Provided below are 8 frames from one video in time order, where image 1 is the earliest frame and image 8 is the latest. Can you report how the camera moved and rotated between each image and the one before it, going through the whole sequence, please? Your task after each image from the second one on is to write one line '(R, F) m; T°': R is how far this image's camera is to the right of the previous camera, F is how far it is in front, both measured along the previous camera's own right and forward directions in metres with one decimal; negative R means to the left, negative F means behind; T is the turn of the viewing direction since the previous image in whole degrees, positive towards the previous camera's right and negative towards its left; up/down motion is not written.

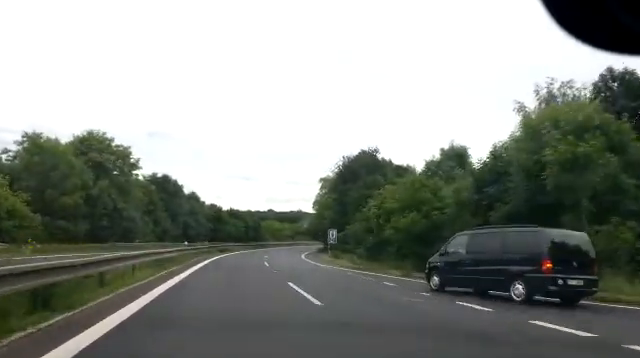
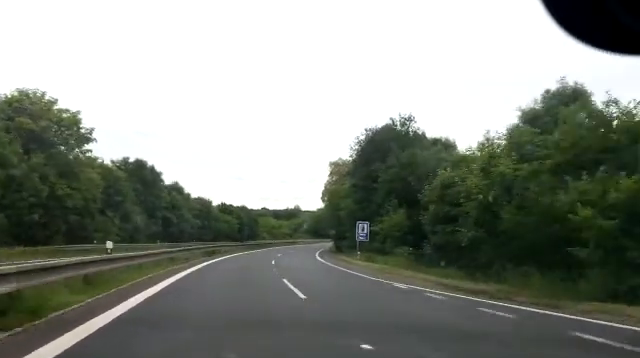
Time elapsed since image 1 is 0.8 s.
(0.0, +16.3) m; 0°
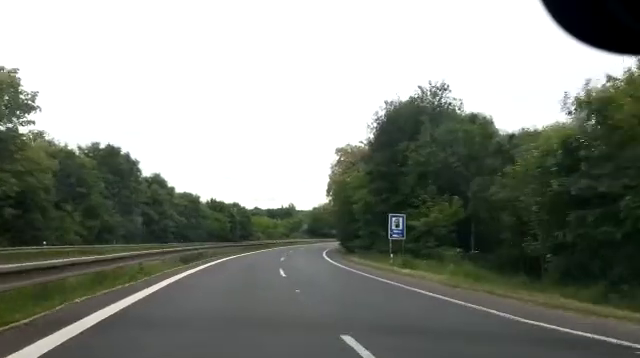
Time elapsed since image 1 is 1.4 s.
(+0.1, +10.5) m; +2°
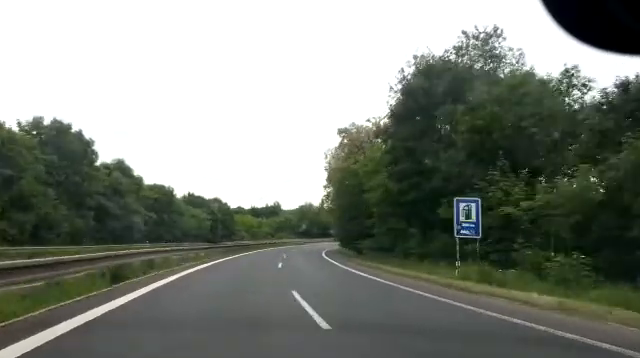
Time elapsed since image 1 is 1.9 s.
(-0.1, +11.2) m; +3°
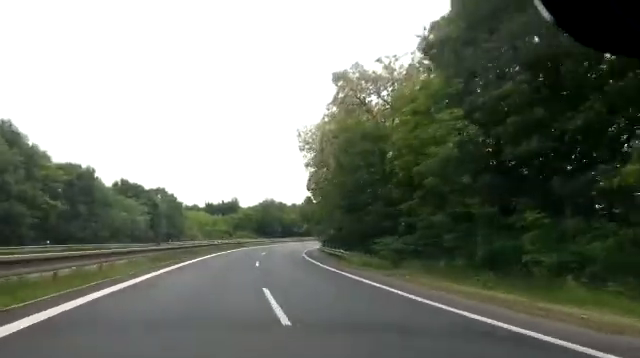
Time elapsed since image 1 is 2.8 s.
(+1.0, +17.4) m; +5°
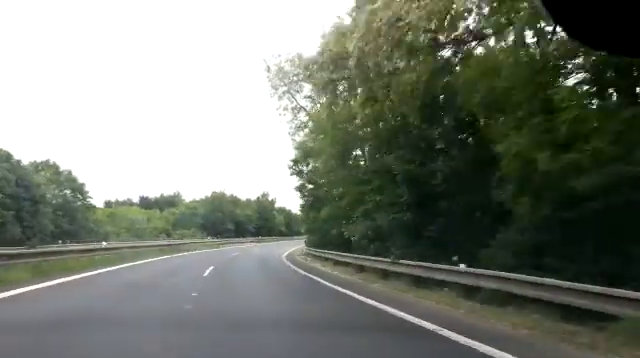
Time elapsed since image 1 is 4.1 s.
(+1.1, +25.9) m; +5°
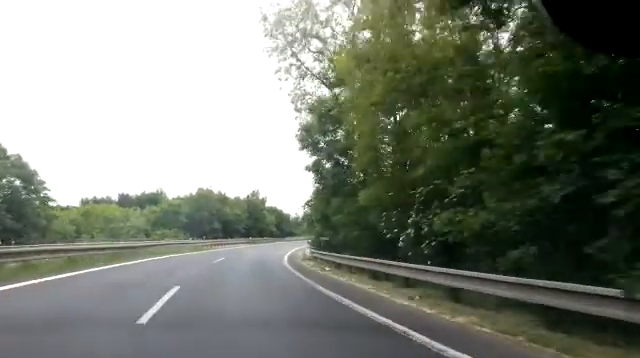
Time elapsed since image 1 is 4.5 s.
(+0.4, +9.6) m; +1°
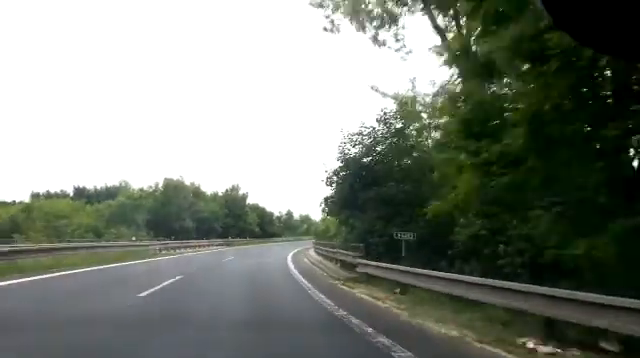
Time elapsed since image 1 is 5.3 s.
(+0.3, +16.4) m; +2°
